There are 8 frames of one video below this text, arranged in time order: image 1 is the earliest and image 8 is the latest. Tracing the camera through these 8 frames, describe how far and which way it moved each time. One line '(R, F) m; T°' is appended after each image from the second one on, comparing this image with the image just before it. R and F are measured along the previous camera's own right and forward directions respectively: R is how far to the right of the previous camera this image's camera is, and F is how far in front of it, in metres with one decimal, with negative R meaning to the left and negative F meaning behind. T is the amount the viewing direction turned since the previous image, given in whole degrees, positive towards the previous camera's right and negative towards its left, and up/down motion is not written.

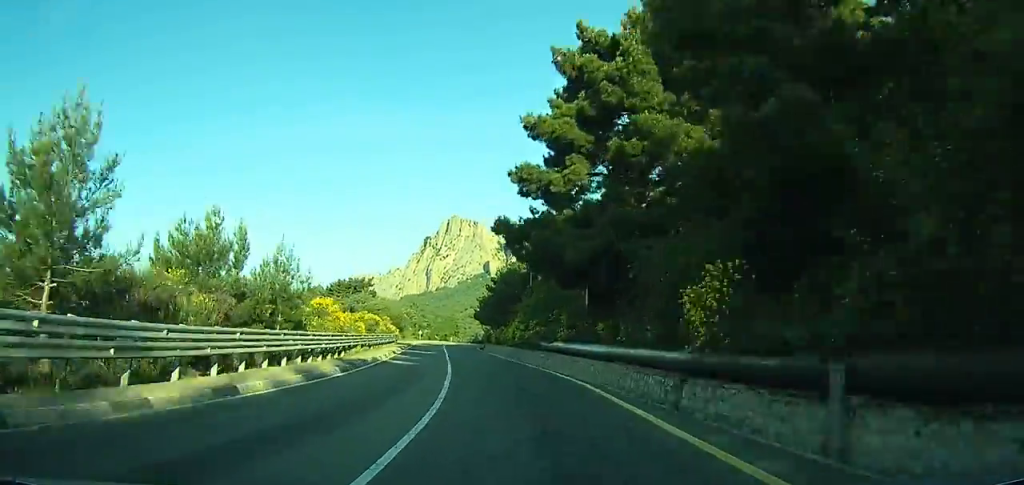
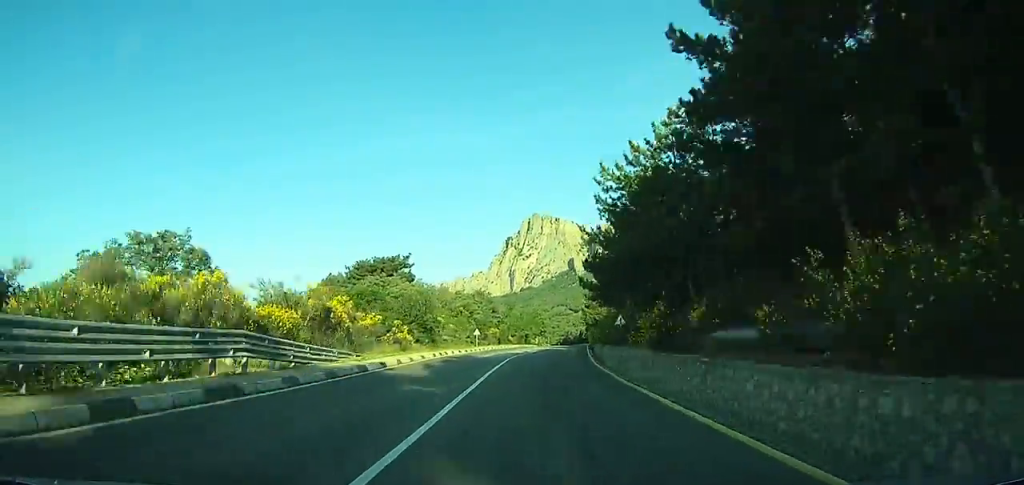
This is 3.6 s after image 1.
(-2.2, +54.0) m; -2°
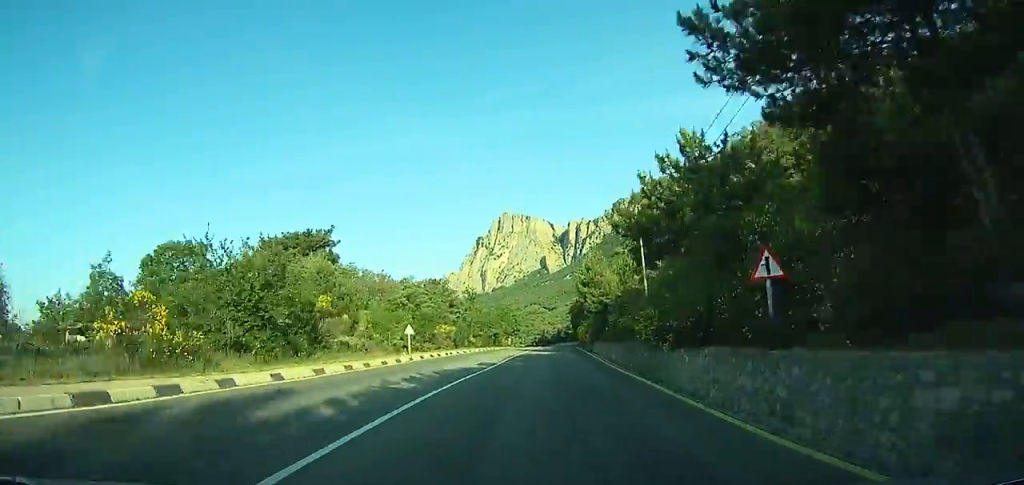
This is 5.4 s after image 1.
(-0.2, +27.5) m; 0°
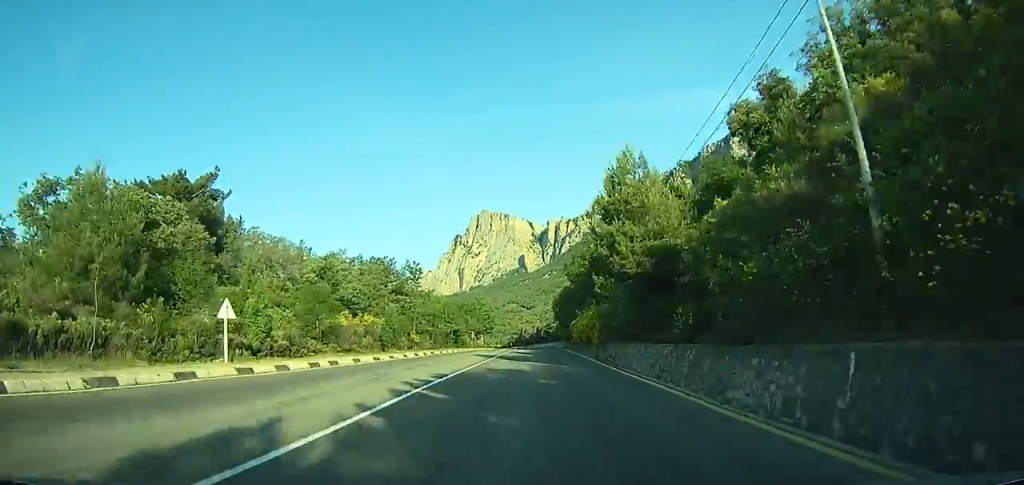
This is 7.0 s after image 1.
(+0.3, +25.5) m; +1°
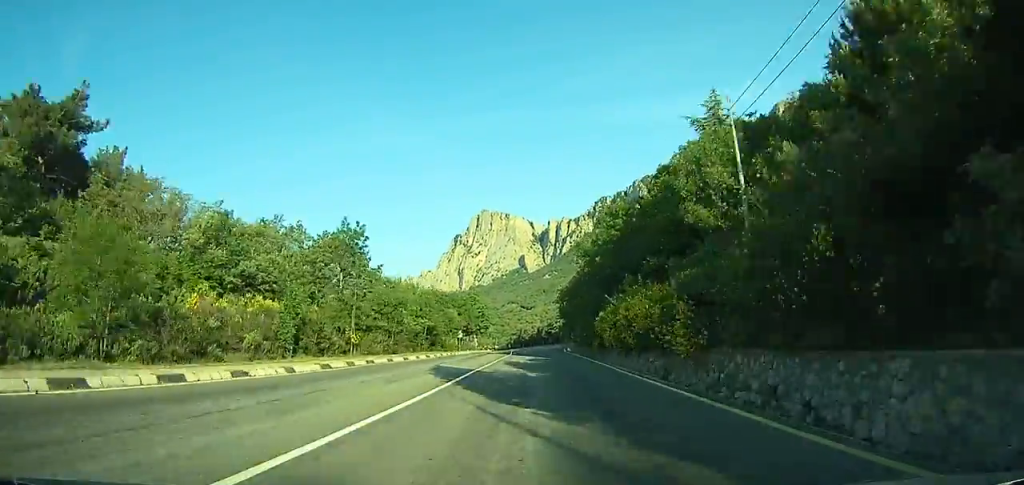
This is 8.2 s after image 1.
(-0.1, +19.1) m; +1°
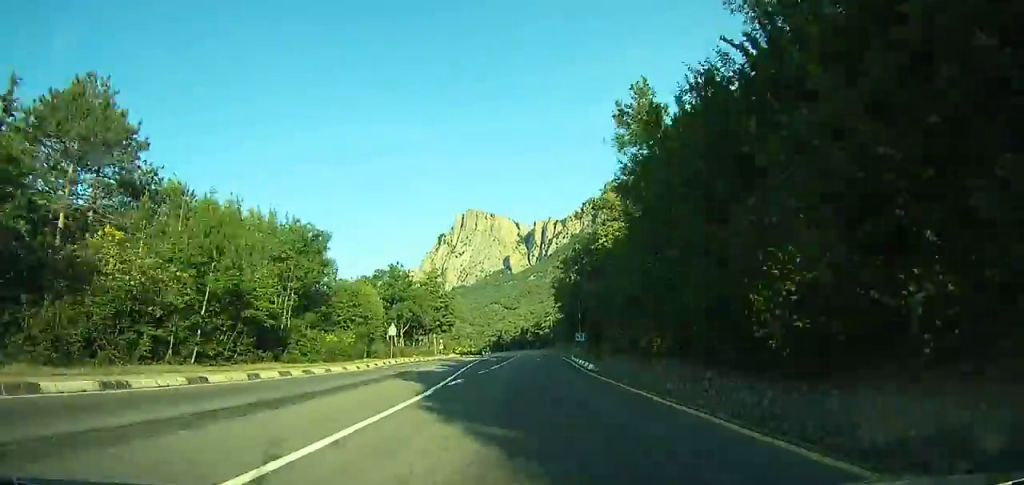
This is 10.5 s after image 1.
(+0.5, +35.9) m; +1°
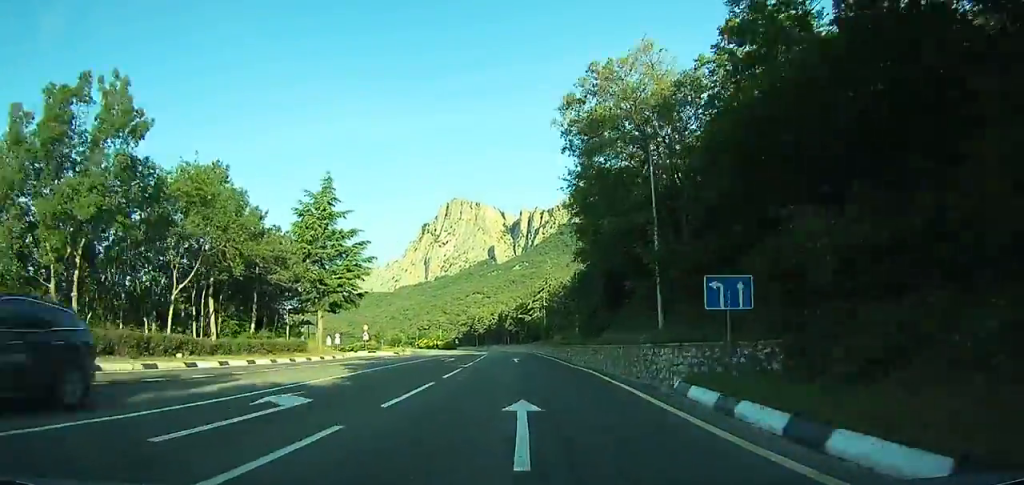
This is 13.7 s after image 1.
(+0.4, +47.9) m; +1°
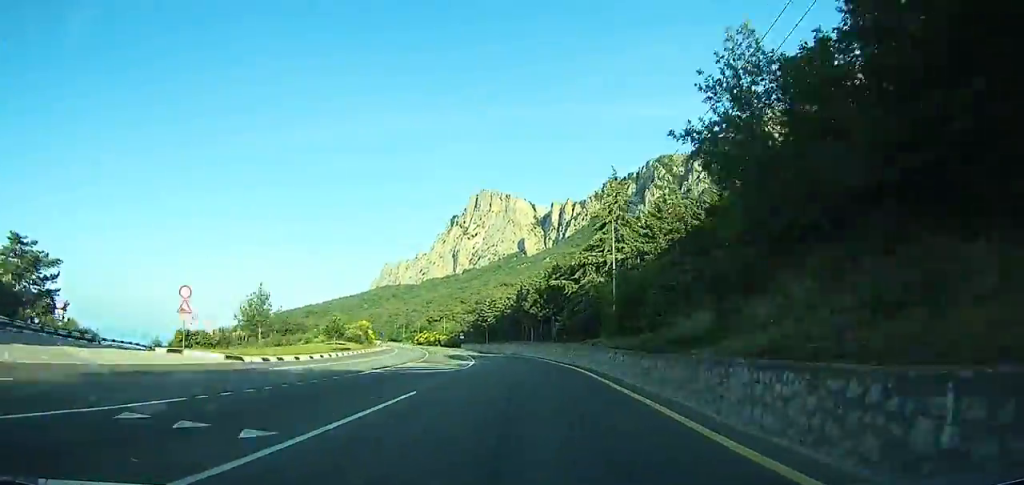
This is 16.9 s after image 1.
(+0.3, +45.7) m; -2°
